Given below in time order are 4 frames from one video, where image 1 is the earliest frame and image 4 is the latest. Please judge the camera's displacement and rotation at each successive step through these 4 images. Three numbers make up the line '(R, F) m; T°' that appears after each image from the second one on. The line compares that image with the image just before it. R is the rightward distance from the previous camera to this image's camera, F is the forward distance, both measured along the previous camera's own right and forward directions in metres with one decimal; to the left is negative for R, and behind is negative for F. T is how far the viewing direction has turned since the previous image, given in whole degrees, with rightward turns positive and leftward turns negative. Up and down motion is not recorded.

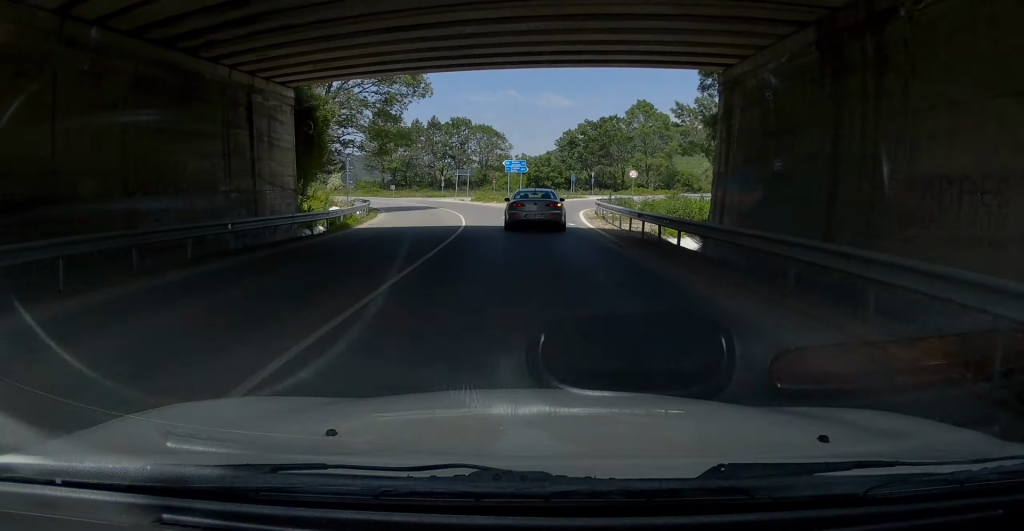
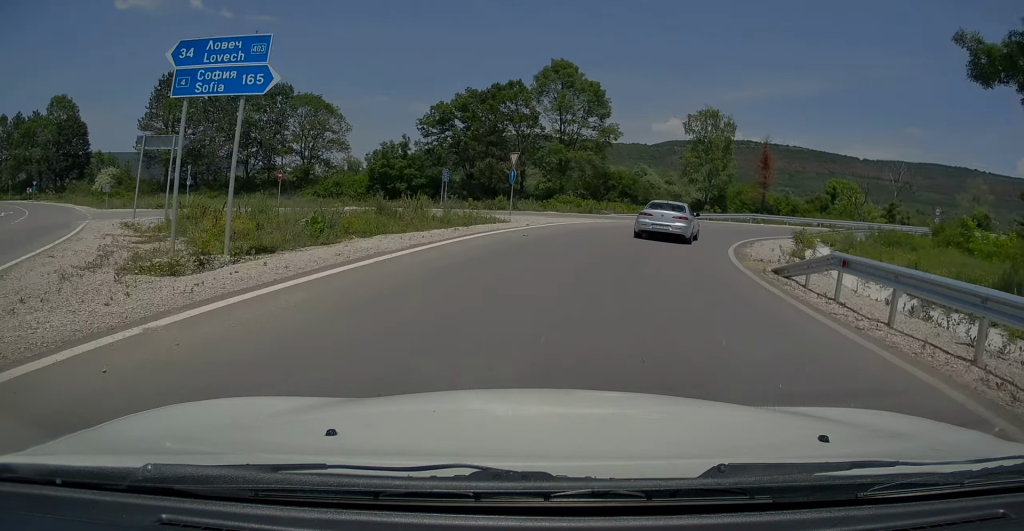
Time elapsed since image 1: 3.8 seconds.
(+2.9, +46.7) m; +15°
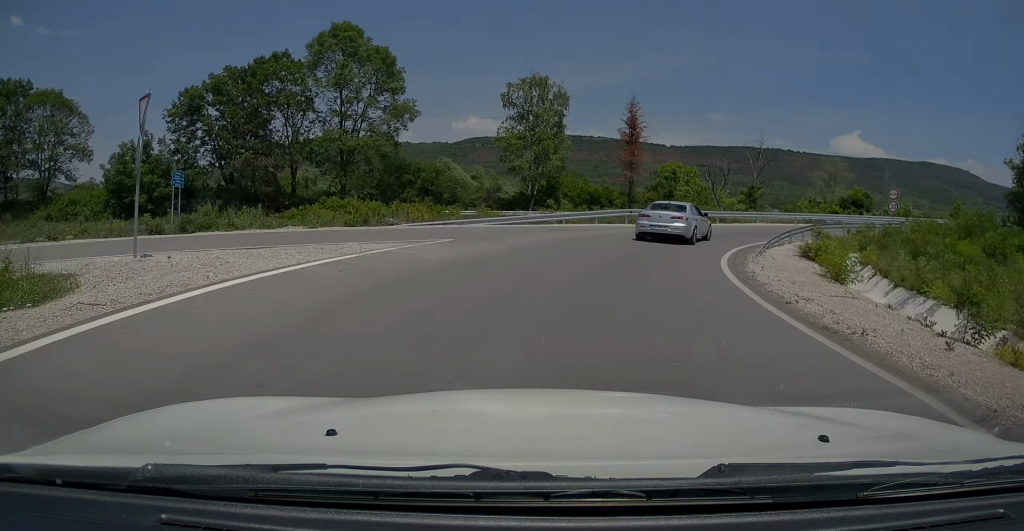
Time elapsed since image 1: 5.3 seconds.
(+2.4, +17.3) m; +16°
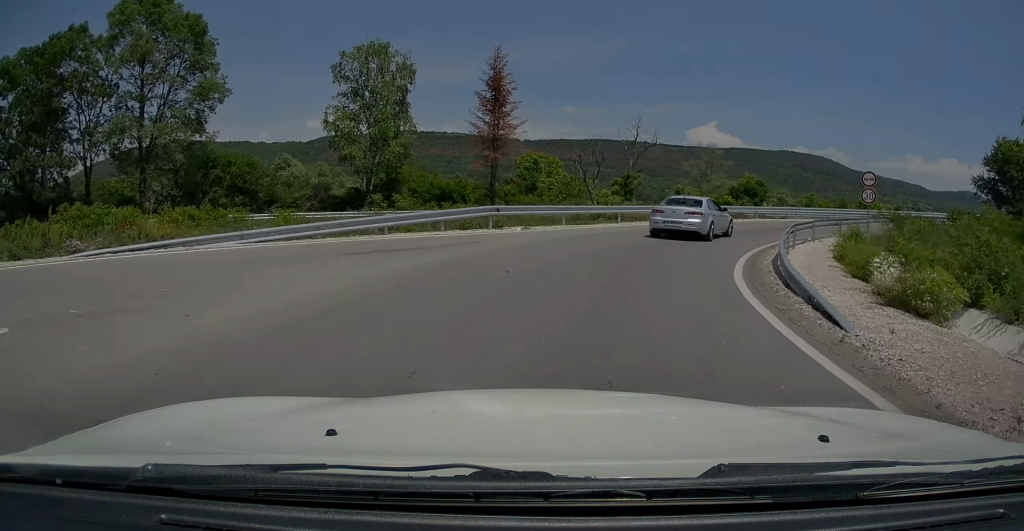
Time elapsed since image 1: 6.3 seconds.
(+0.9, +11.1) m; +11°
